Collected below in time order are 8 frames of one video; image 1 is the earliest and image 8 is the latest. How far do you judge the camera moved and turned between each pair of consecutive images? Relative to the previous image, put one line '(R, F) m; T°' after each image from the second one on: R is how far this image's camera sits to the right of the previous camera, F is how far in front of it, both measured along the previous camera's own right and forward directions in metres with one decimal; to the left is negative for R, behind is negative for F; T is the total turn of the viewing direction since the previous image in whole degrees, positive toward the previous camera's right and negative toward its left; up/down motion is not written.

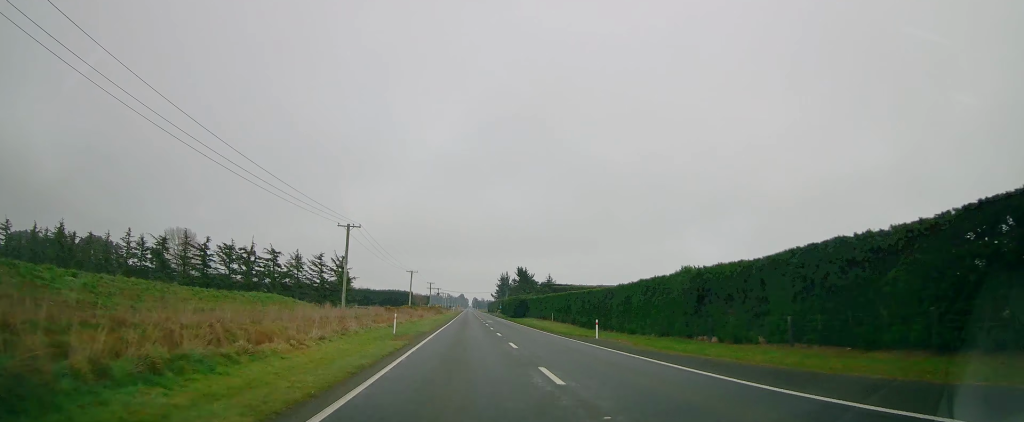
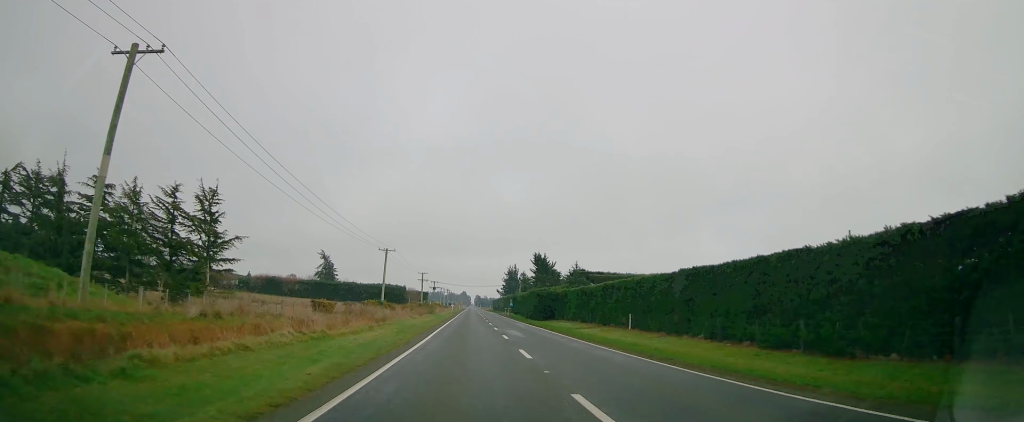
(-0.2, +34.4) m; -1°
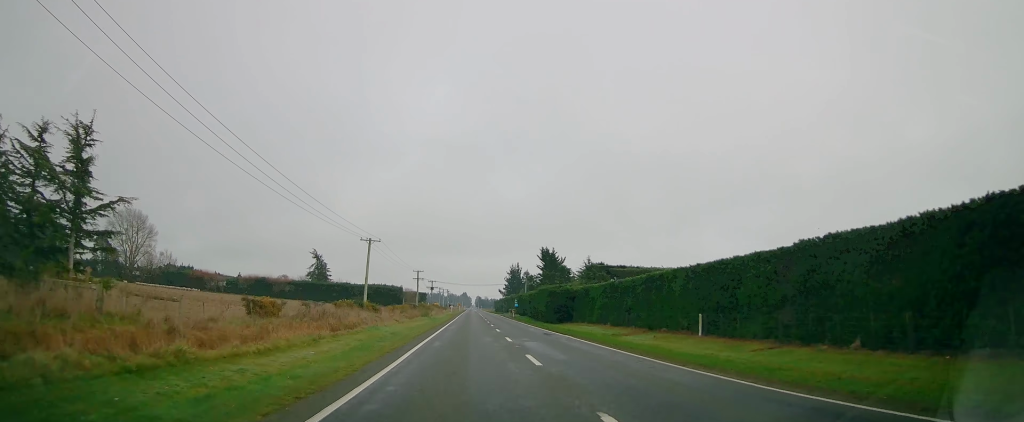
(-0.1, +11.7) m; 0°
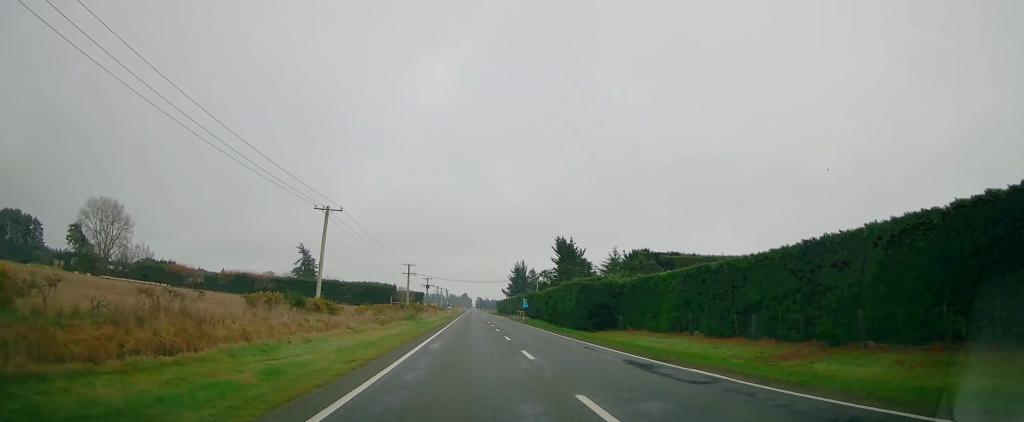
(-0.3, +17.9) m; 0°
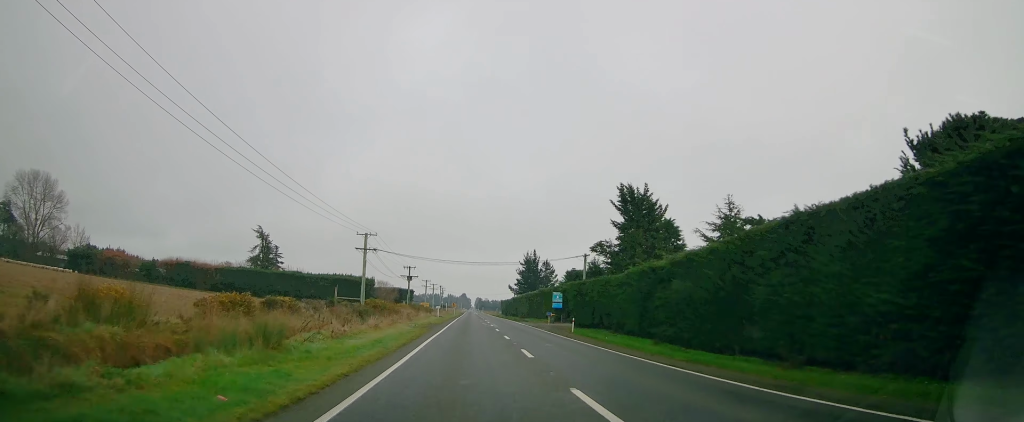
(+0.6, +38.5) m; +1°
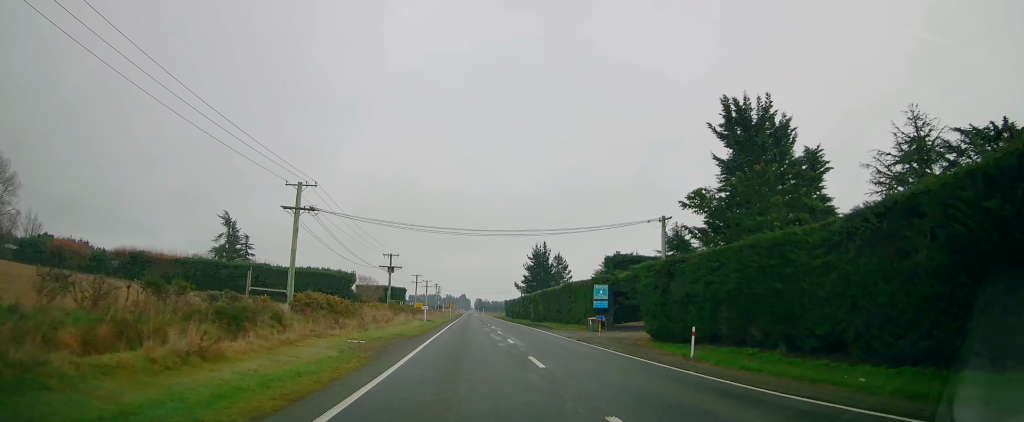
(0.0, +22.5) m; 0°
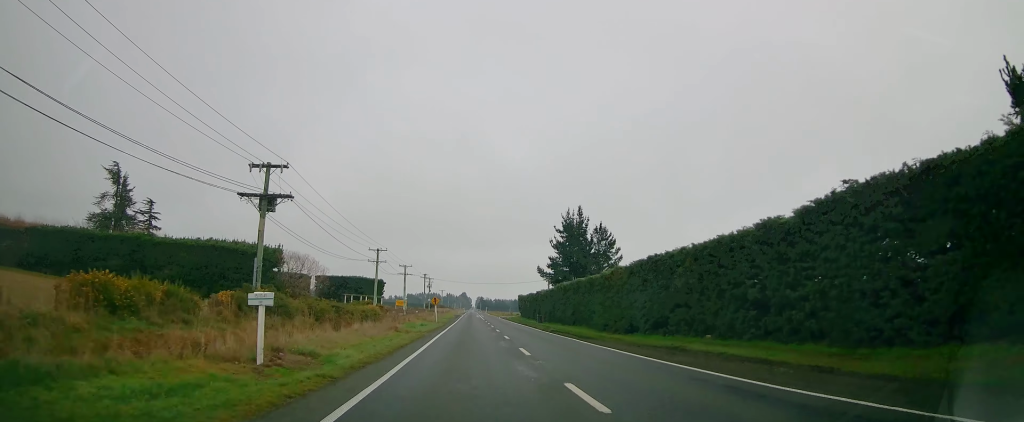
(-0.6, +46.3) m; 0°
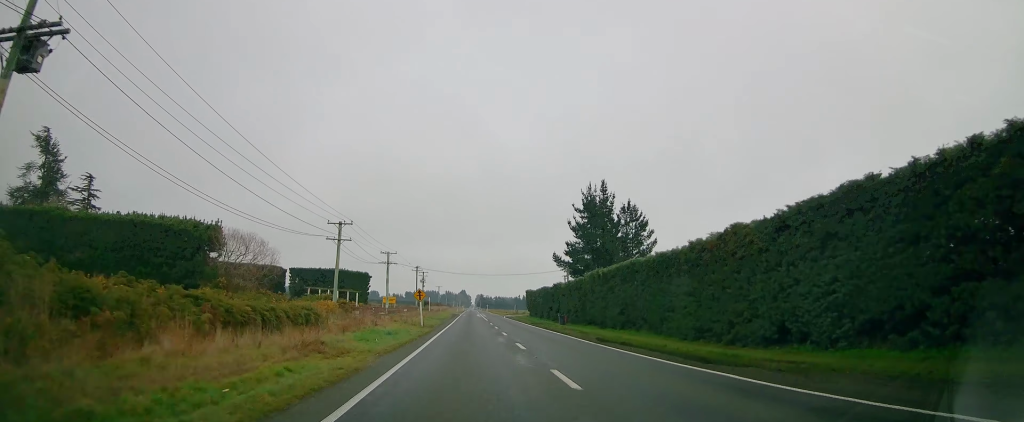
(+0.3, +18.4) m; +1°
